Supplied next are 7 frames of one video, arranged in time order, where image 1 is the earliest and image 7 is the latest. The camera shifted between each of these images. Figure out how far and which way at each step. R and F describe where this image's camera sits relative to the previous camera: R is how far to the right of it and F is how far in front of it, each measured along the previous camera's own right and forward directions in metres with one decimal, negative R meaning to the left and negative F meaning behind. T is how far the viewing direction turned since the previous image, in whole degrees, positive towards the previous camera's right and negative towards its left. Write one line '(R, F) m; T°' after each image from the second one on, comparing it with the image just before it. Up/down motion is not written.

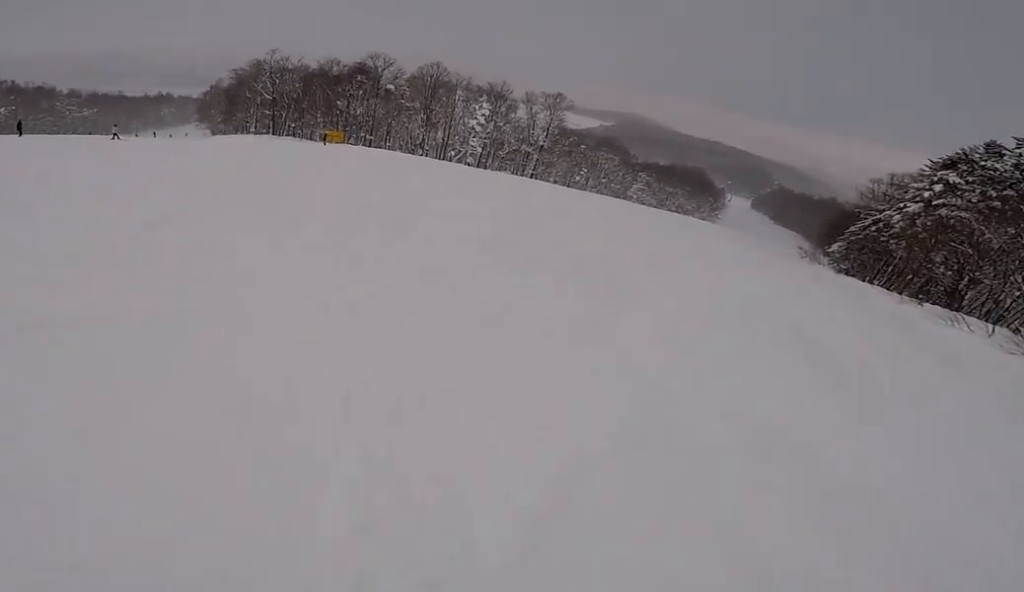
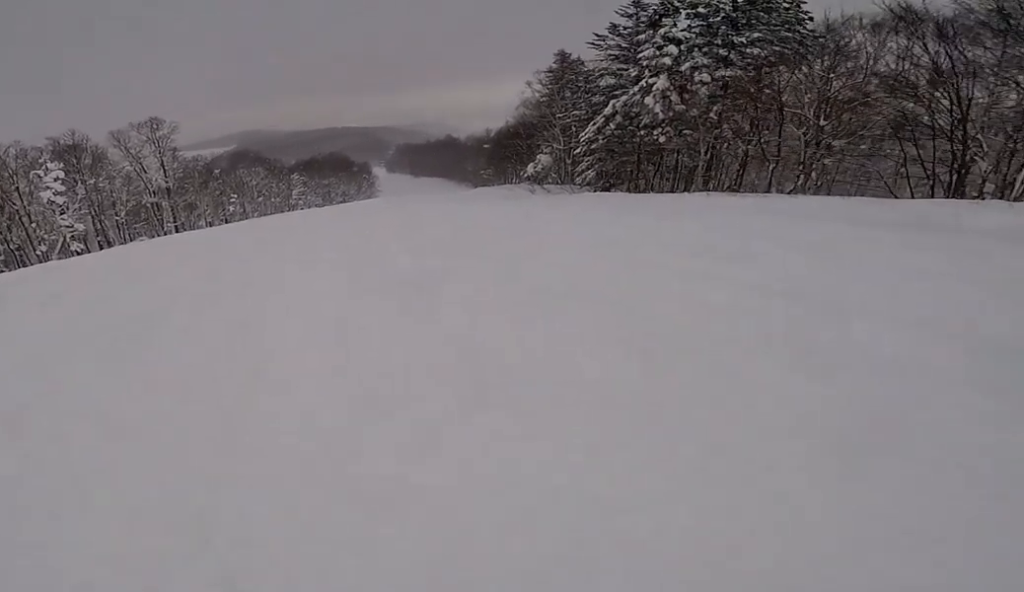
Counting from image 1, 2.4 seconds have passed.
(+3.2, +20.8) m; +22°
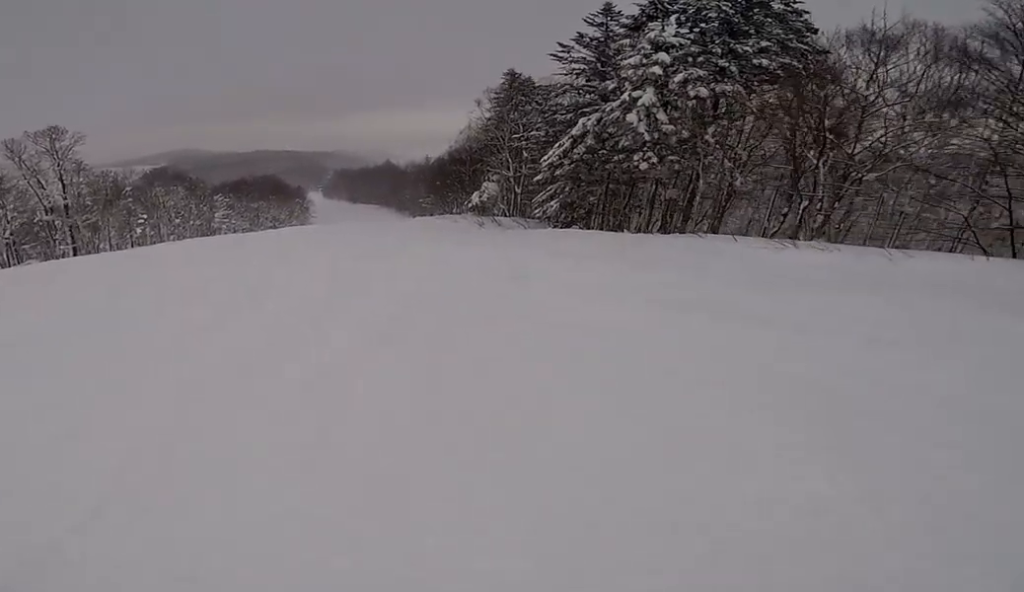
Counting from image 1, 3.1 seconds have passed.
(+0.6, +6.6) m; 0°
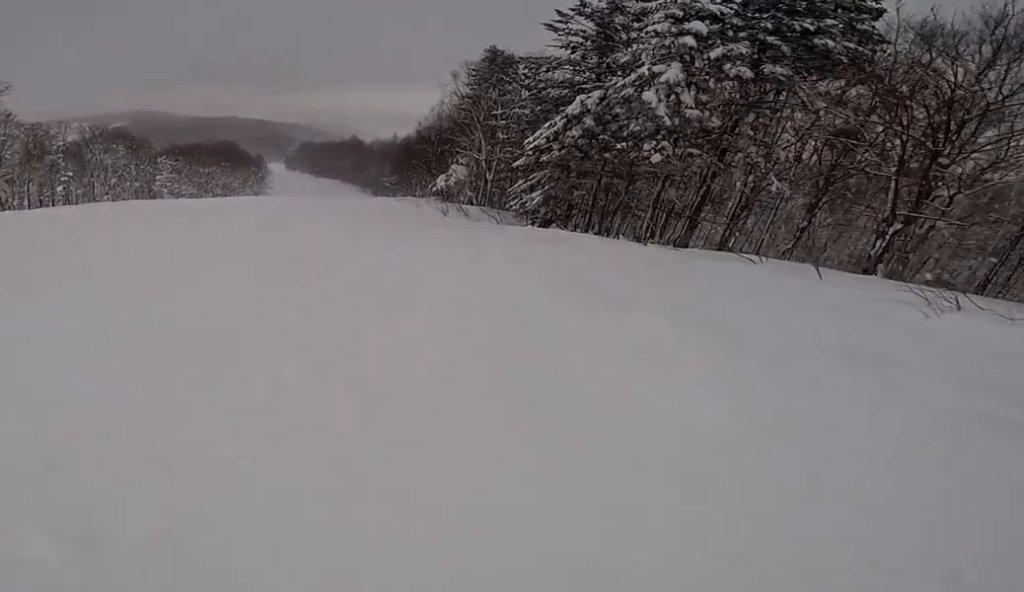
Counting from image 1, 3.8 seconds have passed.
(-0.2, +5.8) m; -2°
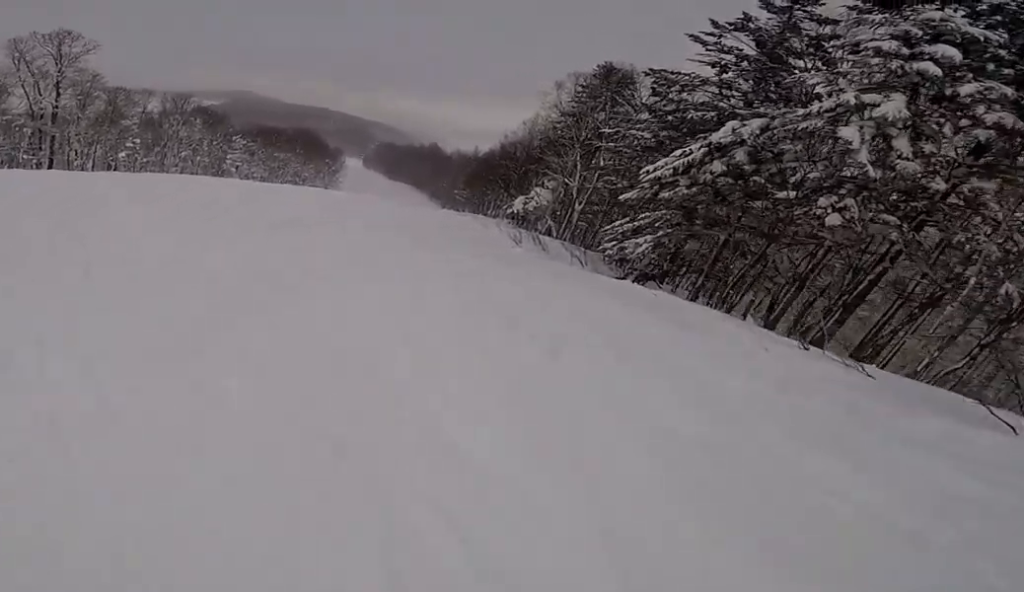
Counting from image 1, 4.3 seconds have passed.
(-0.2, +4.7) m; -3°
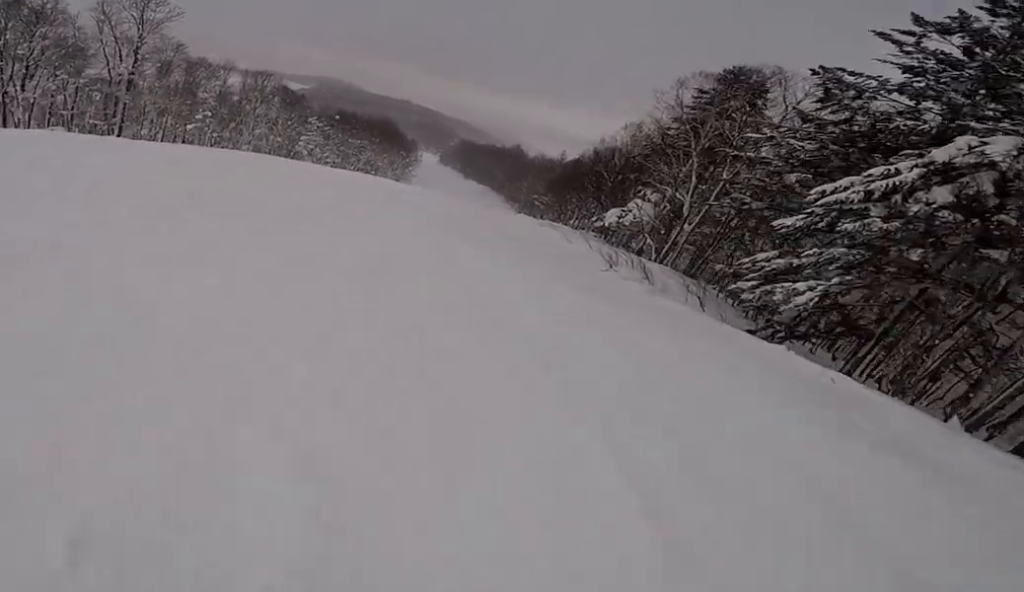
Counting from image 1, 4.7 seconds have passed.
(-0.1, +4.8) m; +2°
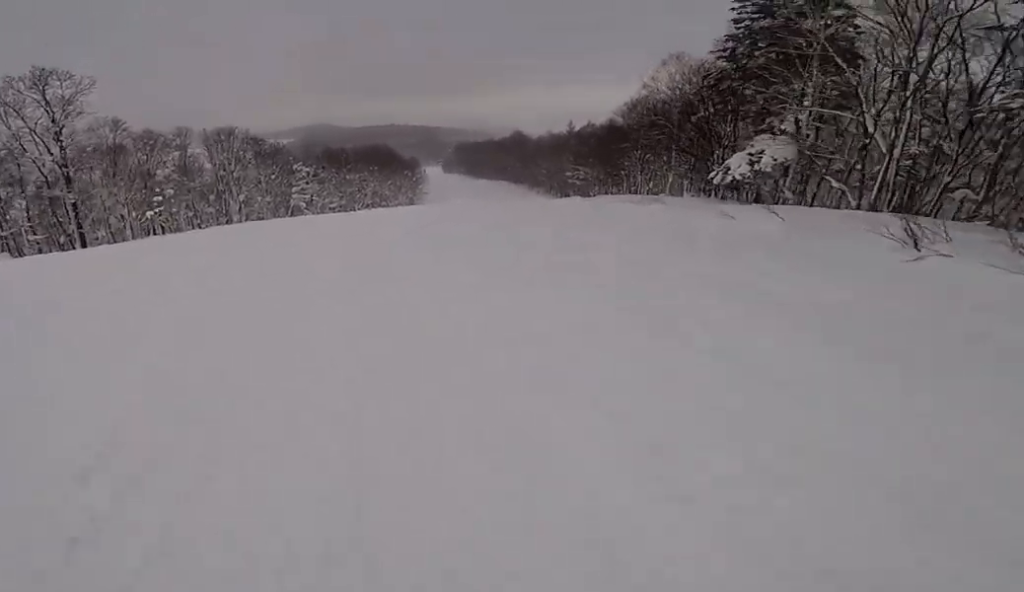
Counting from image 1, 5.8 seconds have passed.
(+0.5, +11.0) m; +3°
